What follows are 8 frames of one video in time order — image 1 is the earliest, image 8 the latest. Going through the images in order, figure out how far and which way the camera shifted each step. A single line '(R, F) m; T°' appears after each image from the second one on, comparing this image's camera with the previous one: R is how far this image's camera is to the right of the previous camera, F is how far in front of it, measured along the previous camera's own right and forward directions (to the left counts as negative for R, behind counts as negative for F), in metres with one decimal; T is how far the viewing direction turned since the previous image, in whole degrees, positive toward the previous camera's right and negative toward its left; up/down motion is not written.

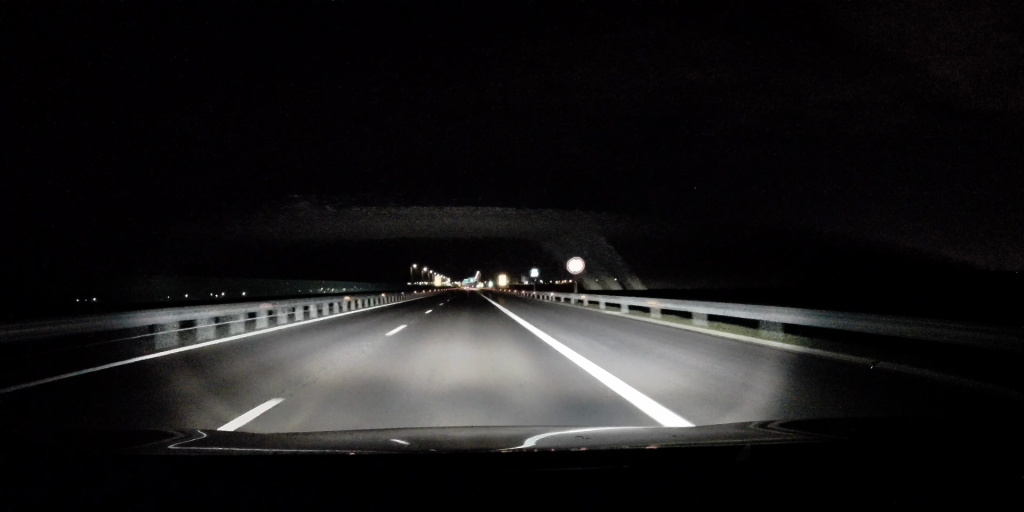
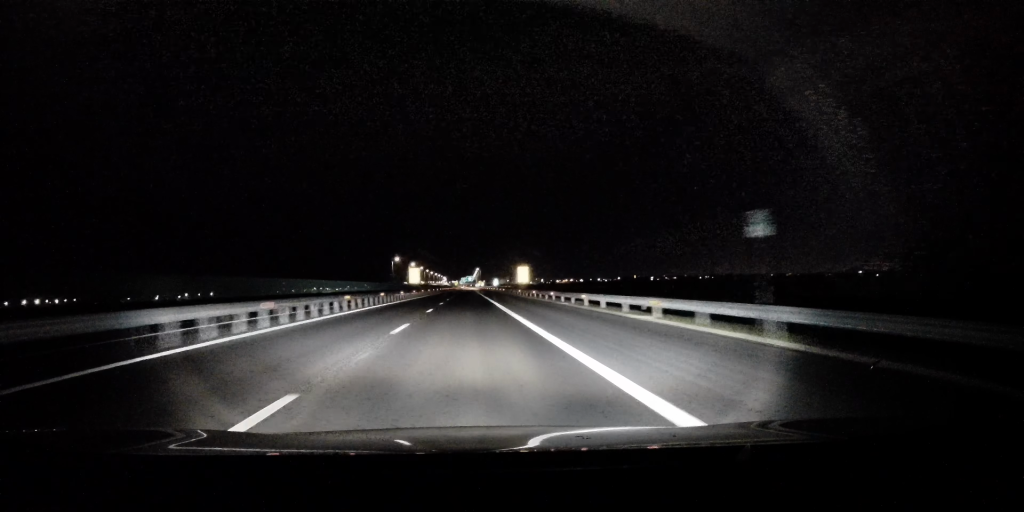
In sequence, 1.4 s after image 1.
(-1.6, +47.8) m; -1°
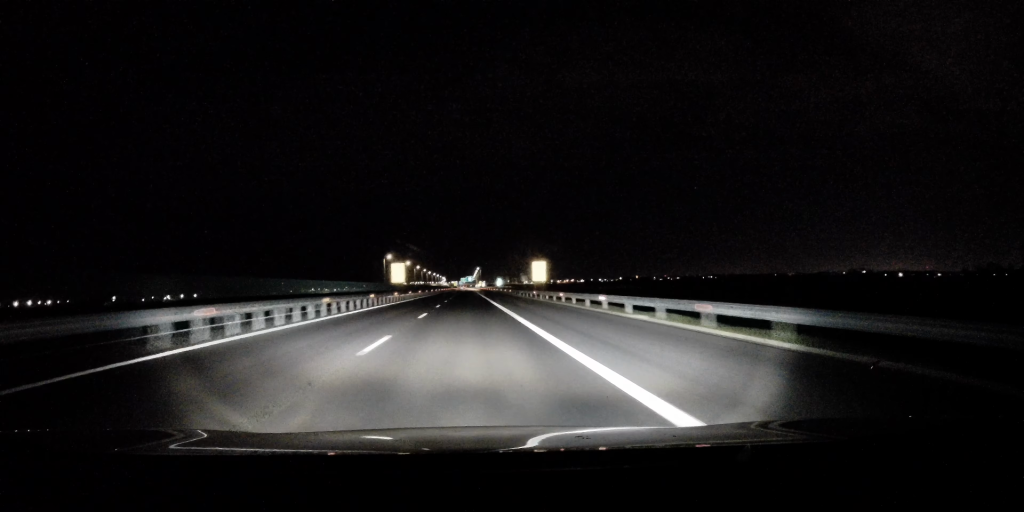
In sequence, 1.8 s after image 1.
(+0.1, +16.4) m; +1°
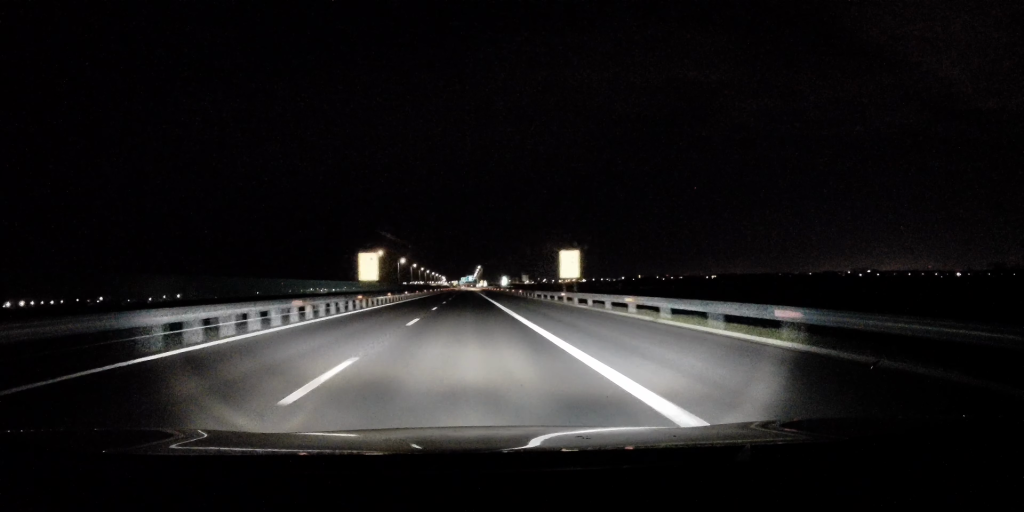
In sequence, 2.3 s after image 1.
(+0.1, +16.4) m; 0°
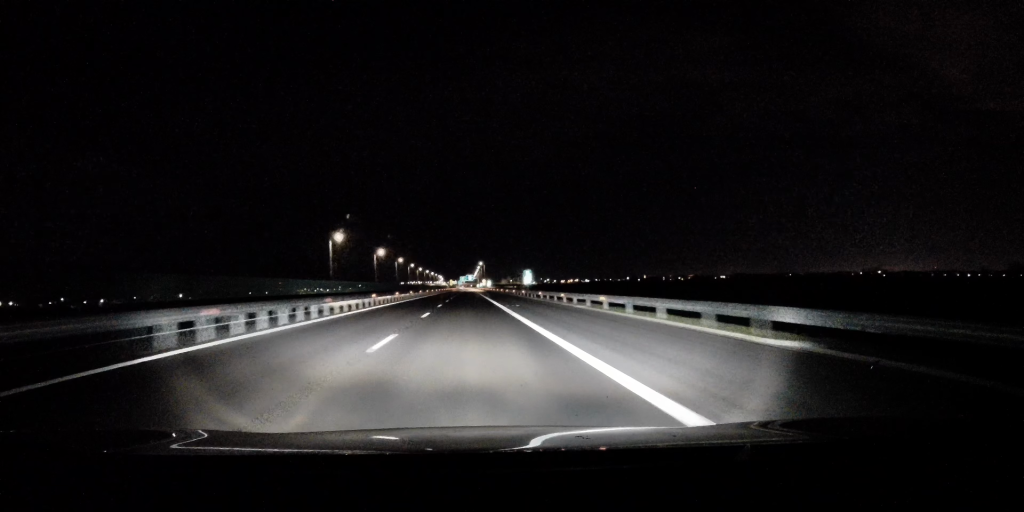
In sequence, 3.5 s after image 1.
(+0.3, +43.5) m; 0°
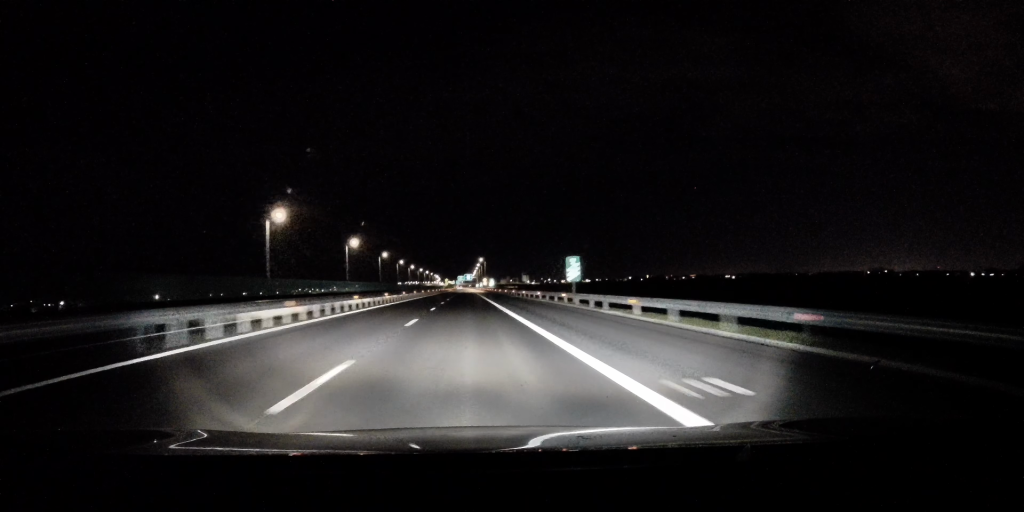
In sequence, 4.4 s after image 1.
(-0.1, +29.5) m; -1°
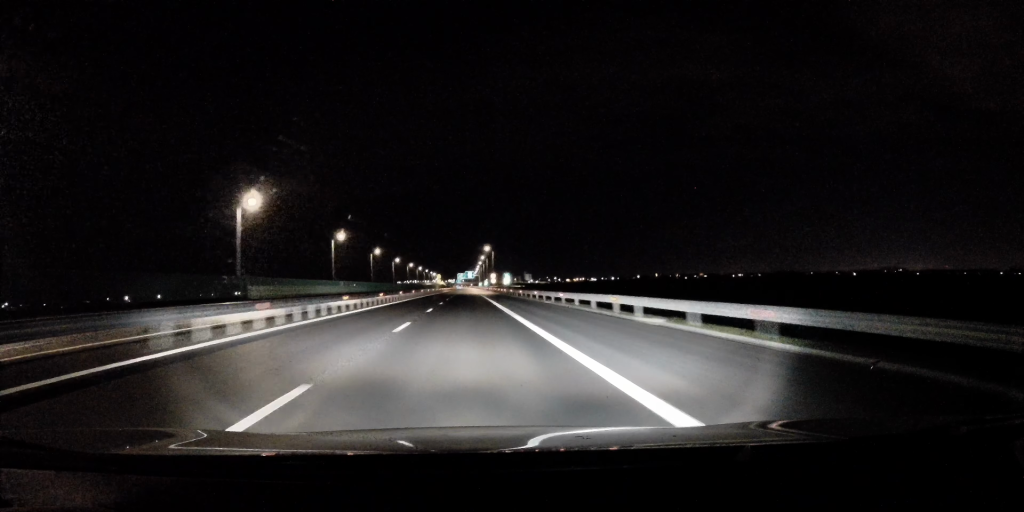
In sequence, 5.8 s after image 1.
(-1.1, +50.8) m; -1°
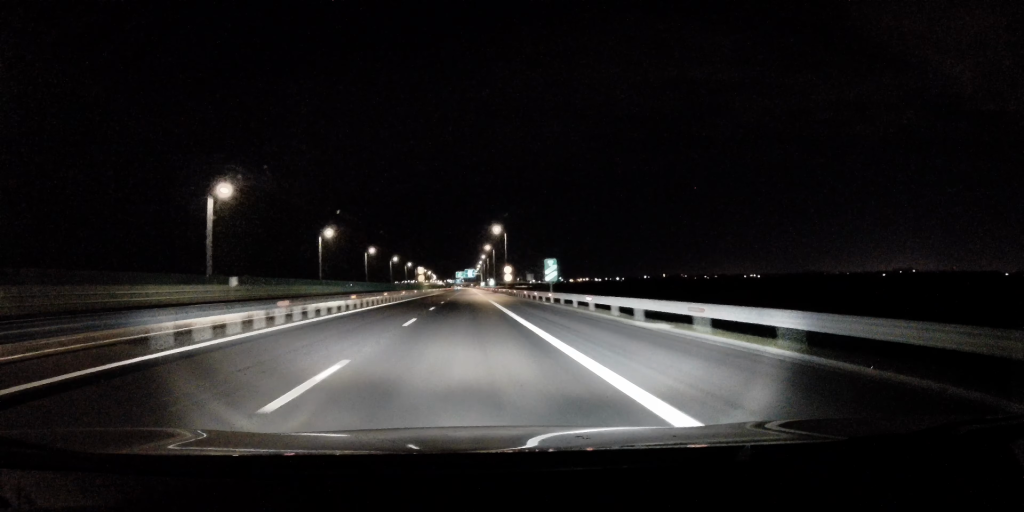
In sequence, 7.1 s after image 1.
(+0.7, +46.0) m; +2°
